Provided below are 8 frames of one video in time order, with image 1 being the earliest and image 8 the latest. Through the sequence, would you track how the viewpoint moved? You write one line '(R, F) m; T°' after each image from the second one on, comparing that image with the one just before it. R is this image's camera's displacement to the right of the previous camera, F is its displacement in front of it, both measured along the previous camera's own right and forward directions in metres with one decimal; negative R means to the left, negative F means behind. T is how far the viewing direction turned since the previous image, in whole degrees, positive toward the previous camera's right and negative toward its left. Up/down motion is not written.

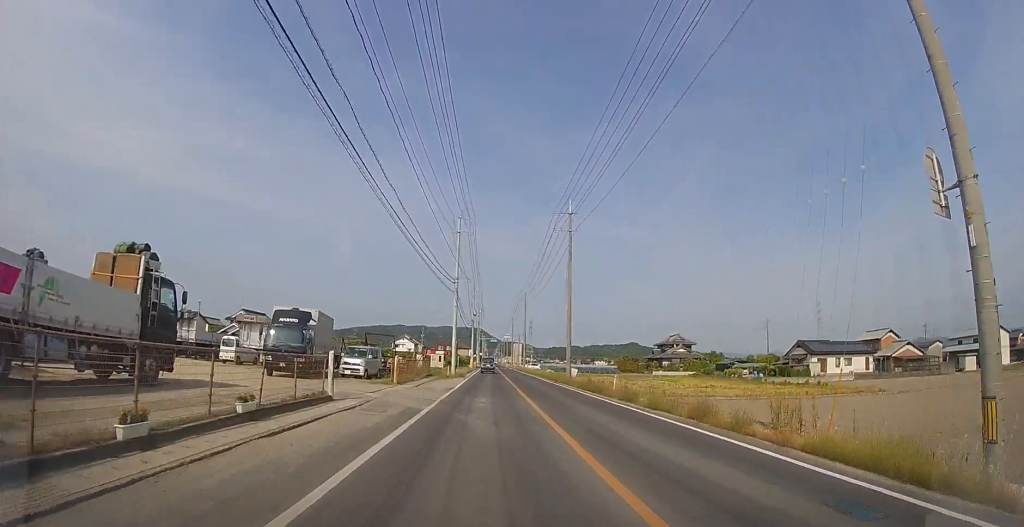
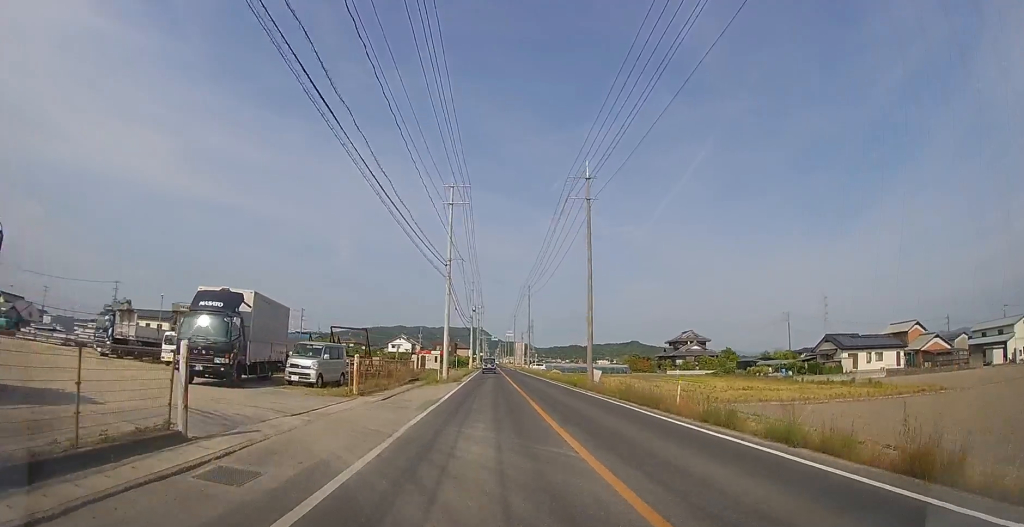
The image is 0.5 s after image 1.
(0.0, +7.2) m; 0°
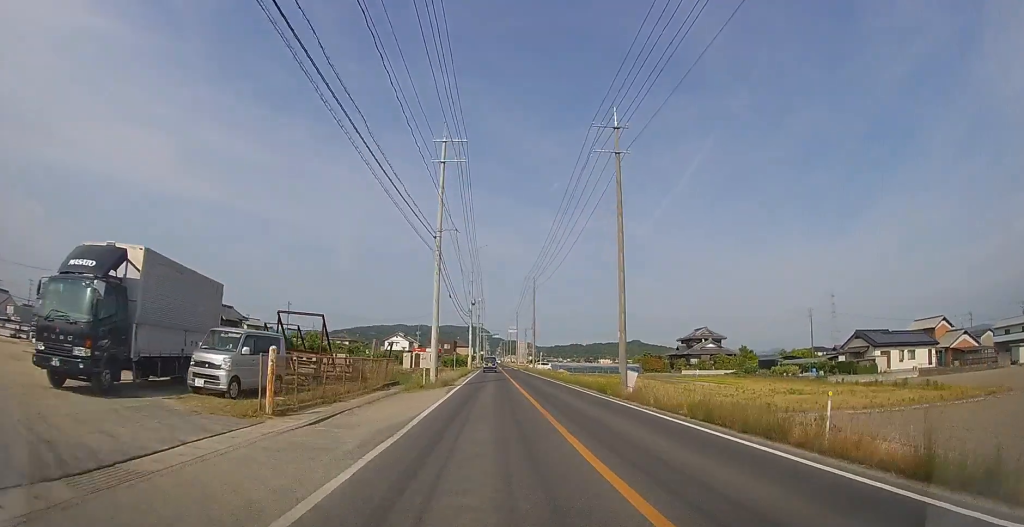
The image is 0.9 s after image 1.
(0.0, +6.6) m; 0°
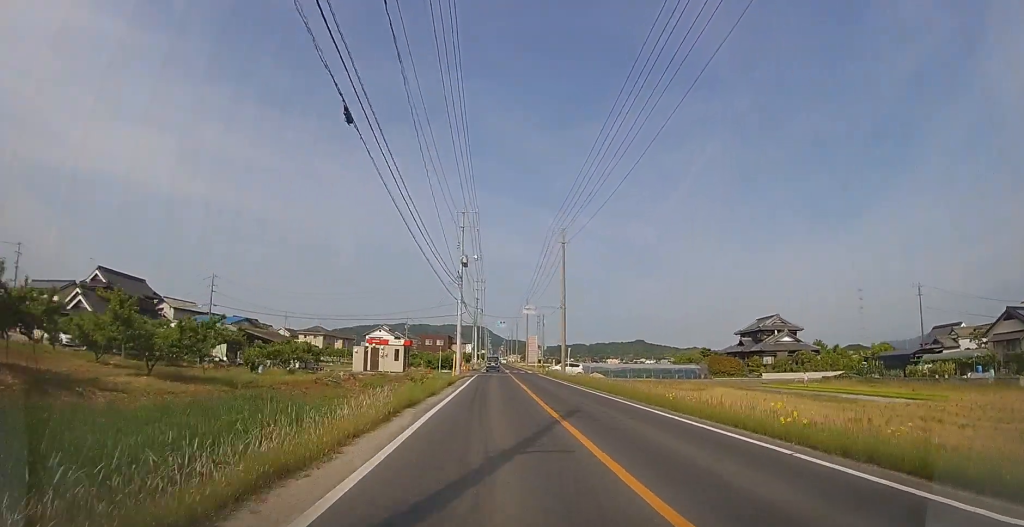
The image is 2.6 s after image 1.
(-0.1, +24.9) m; 0°
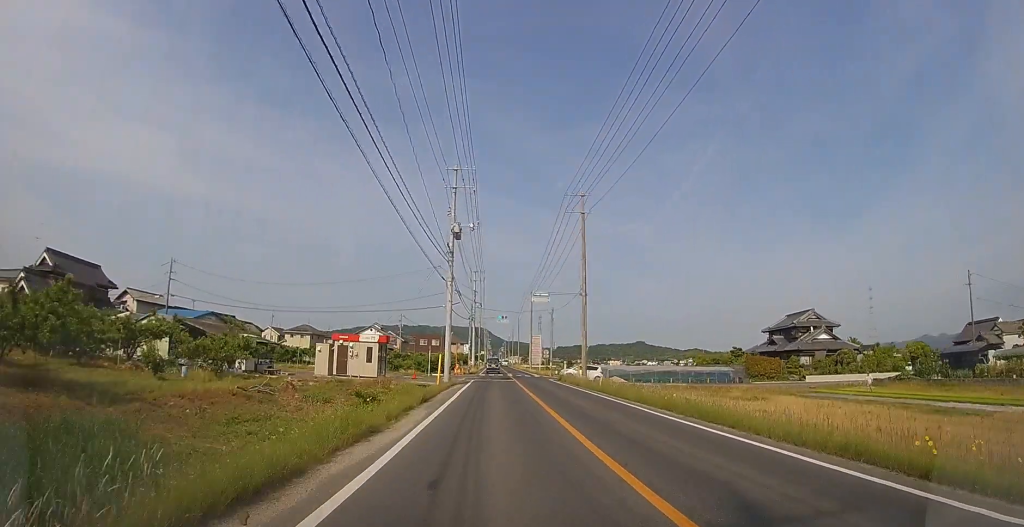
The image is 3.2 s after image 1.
(0.0, +9.2) m; 0°
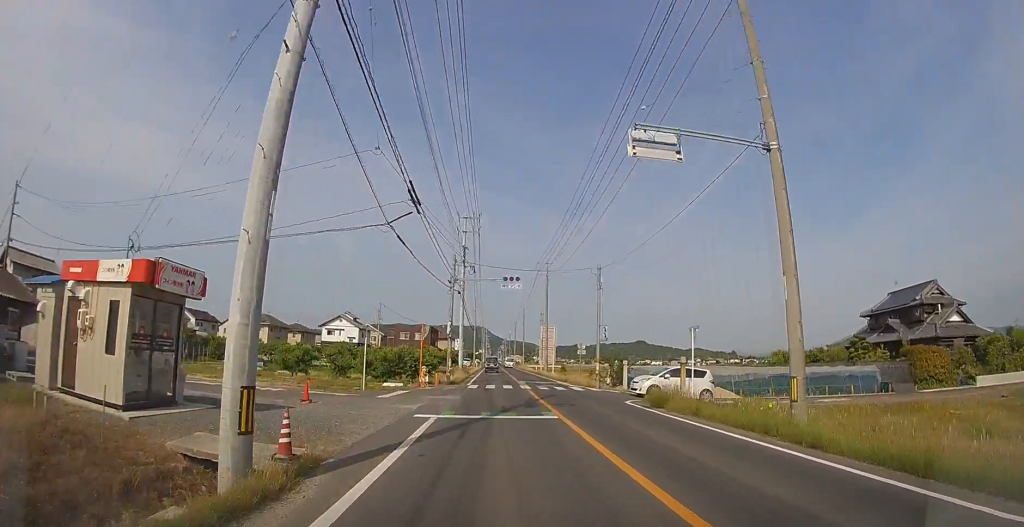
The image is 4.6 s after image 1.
(0.0, +22.7) m; 0°
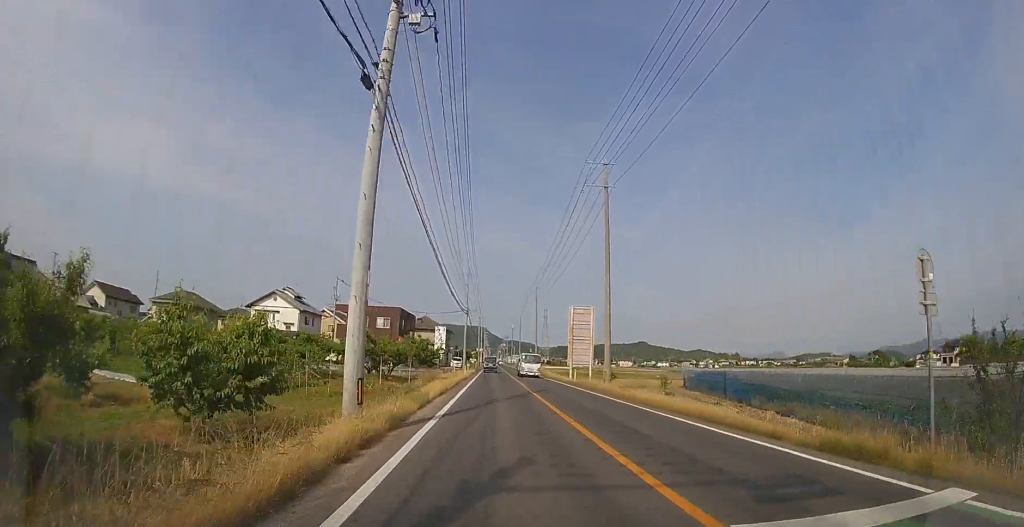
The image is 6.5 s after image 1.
(0.0, +29.1) m; 0°
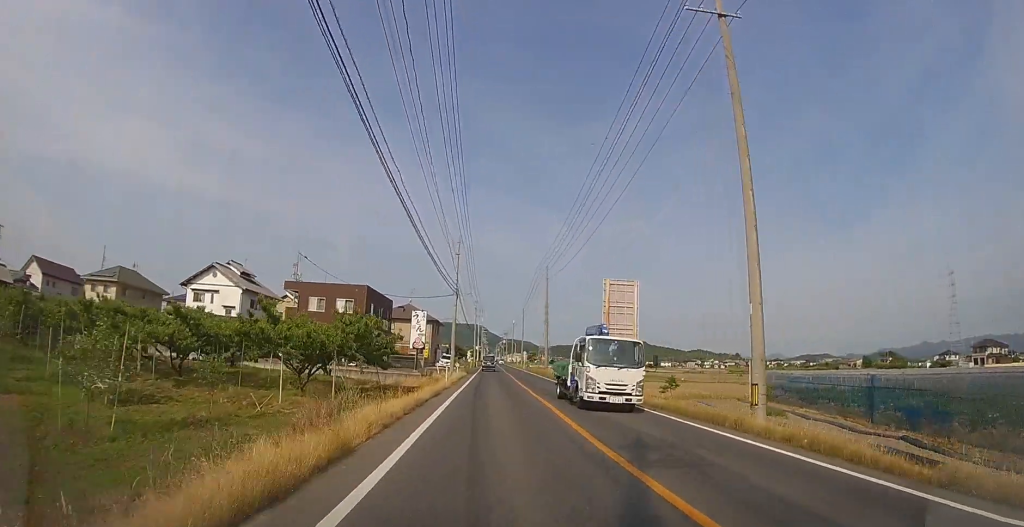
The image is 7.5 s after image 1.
(0.0, +14.9) m; 0°
